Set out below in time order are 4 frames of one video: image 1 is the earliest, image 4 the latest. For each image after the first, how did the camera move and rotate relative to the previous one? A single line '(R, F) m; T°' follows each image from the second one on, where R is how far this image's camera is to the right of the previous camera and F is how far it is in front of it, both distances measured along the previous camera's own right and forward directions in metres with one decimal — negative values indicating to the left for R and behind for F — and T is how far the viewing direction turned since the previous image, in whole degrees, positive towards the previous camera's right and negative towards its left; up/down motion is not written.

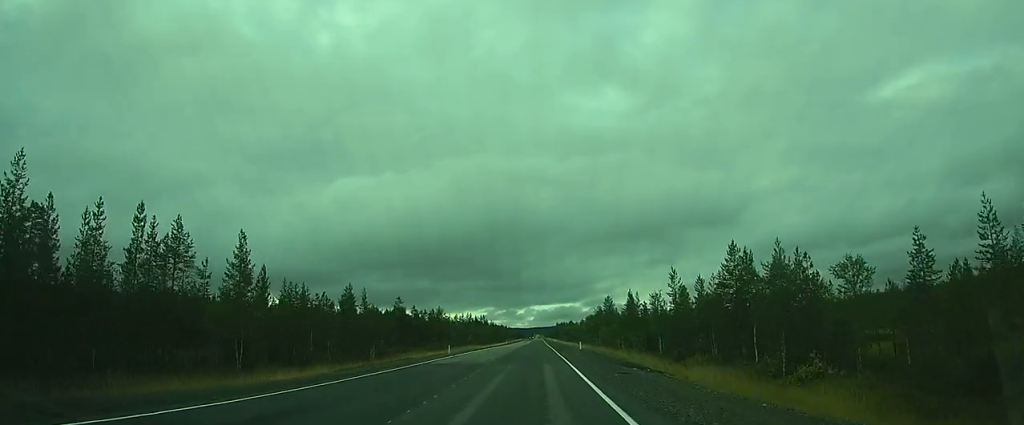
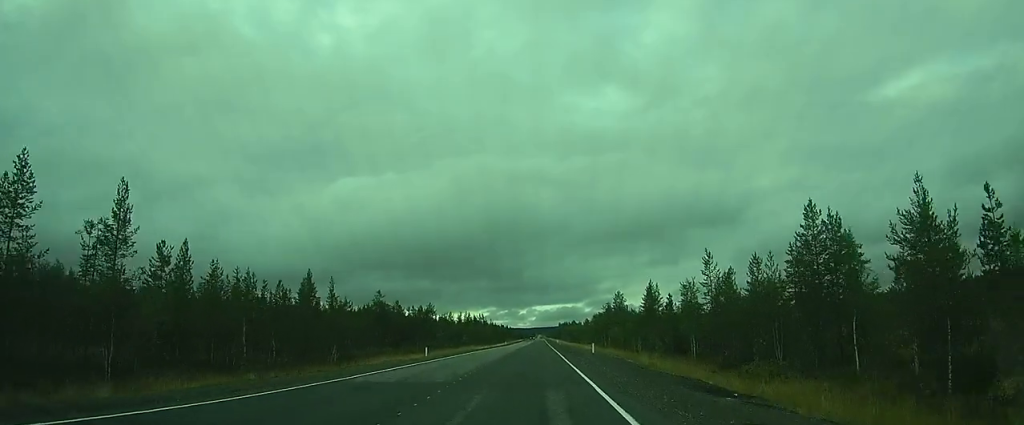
(0.0, +11.5) m; 0°
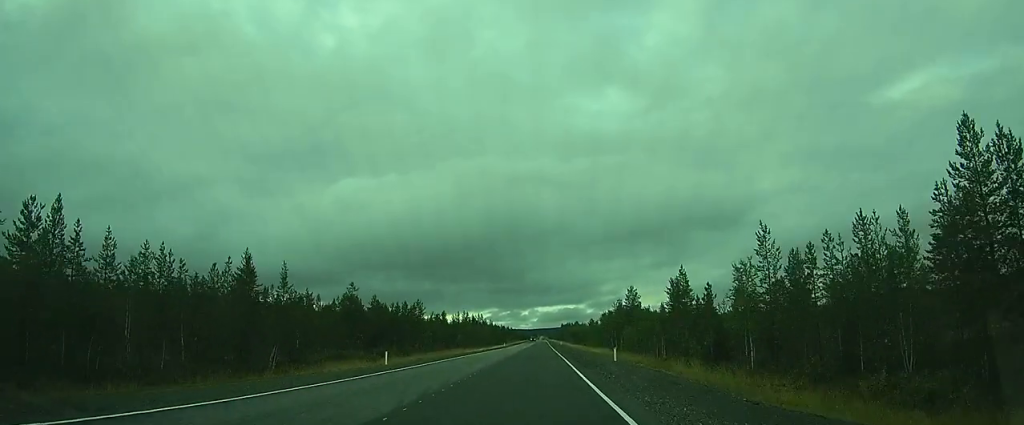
(-0.1, +11.5) m; +1°
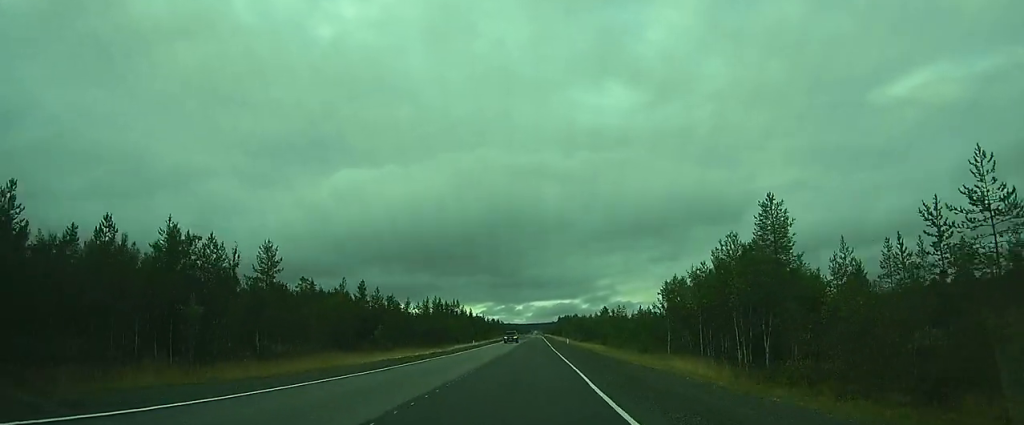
(+0.4, +51.2) m; 0°
